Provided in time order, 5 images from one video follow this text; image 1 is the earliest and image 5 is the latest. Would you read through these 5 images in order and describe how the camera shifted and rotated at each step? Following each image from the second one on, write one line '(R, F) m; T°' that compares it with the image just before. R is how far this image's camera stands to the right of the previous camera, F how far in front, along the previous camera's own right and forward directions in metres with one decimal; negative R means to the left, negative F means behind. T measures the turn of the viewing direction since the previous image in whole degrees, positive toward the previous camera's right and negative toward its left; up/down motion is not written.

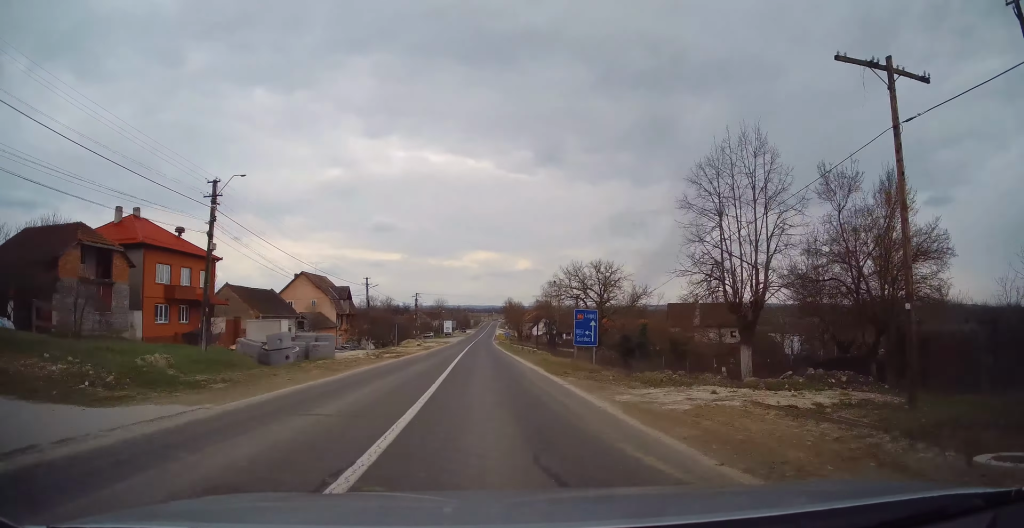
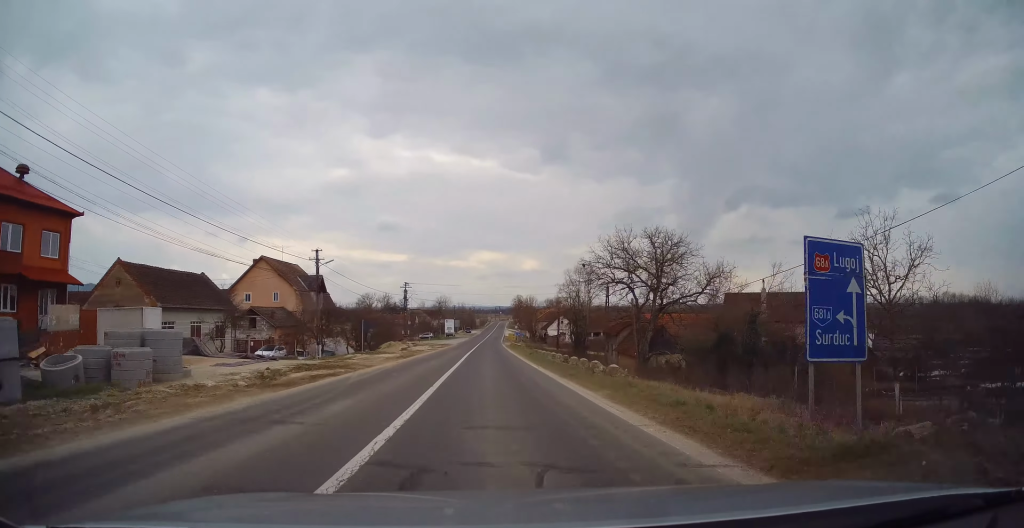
(-0.4, +19.0) m; -1°
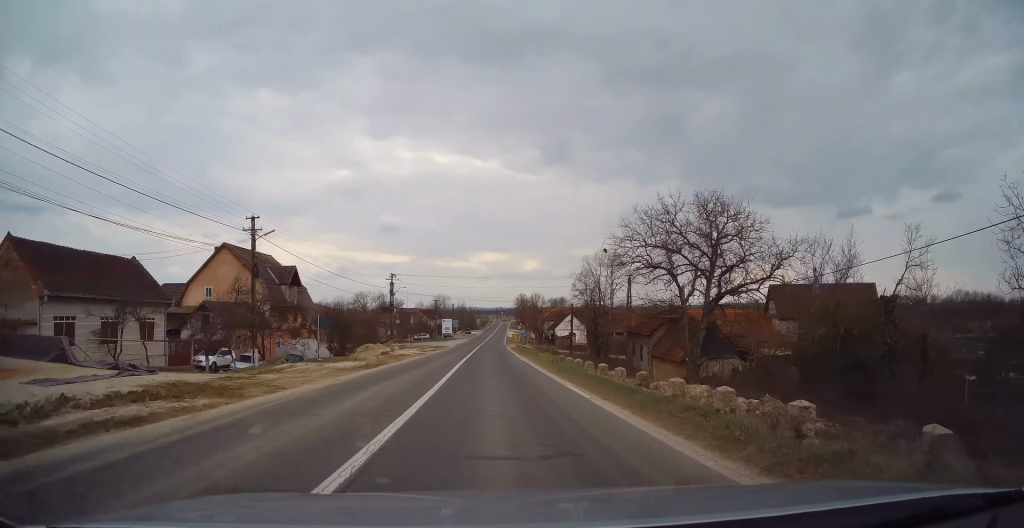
(+0.1, +11.4) m; +1°
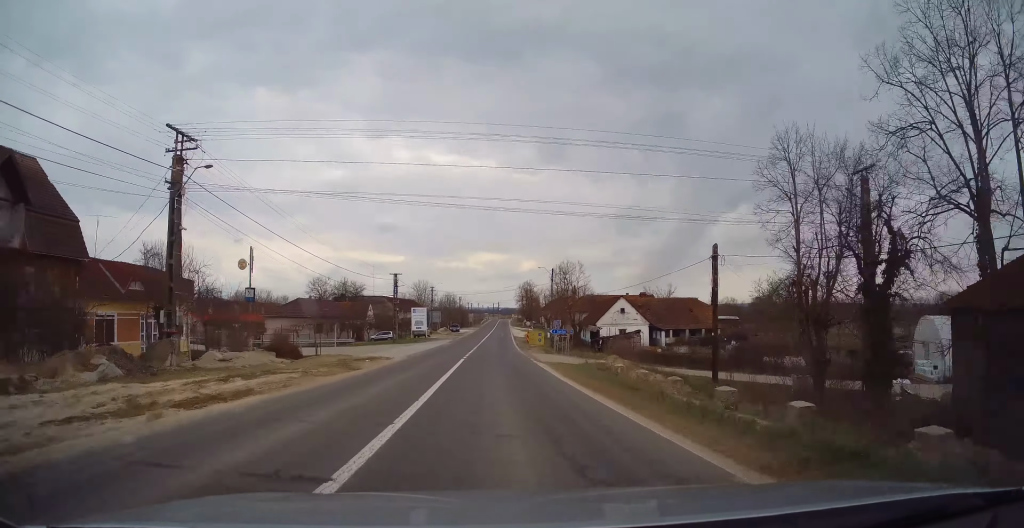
(0.0, +43.2) m; 0°
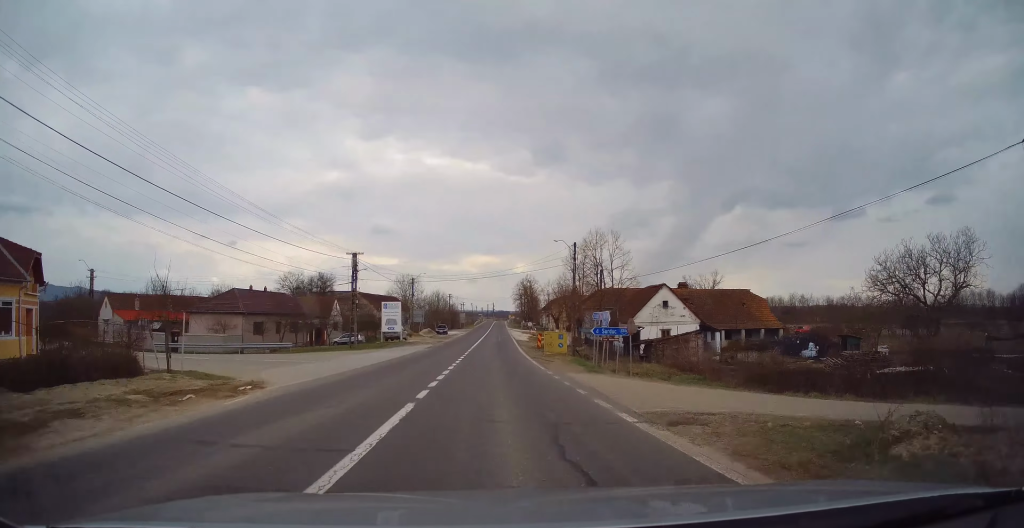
(+0.2, +17.1) m; 0°
